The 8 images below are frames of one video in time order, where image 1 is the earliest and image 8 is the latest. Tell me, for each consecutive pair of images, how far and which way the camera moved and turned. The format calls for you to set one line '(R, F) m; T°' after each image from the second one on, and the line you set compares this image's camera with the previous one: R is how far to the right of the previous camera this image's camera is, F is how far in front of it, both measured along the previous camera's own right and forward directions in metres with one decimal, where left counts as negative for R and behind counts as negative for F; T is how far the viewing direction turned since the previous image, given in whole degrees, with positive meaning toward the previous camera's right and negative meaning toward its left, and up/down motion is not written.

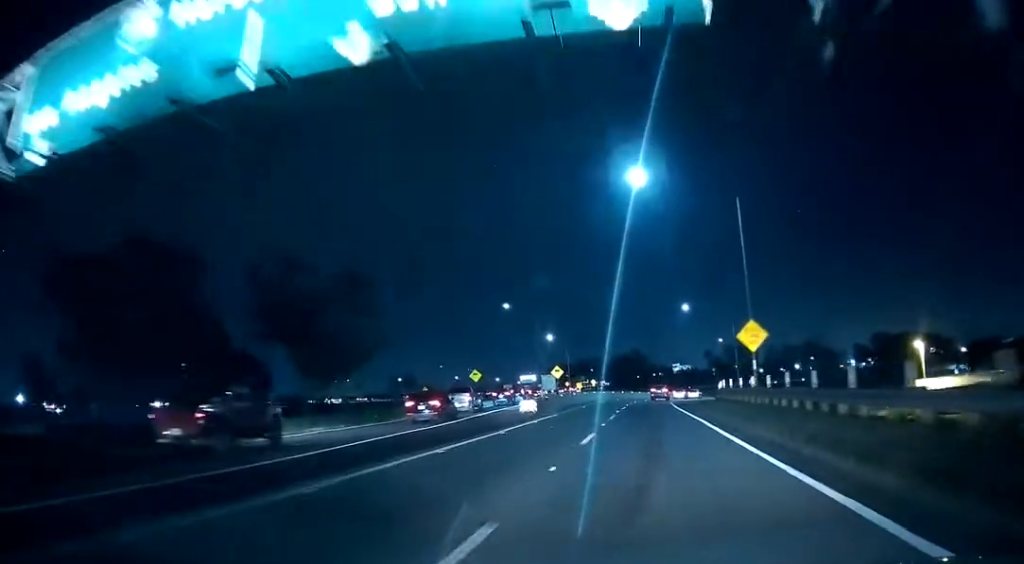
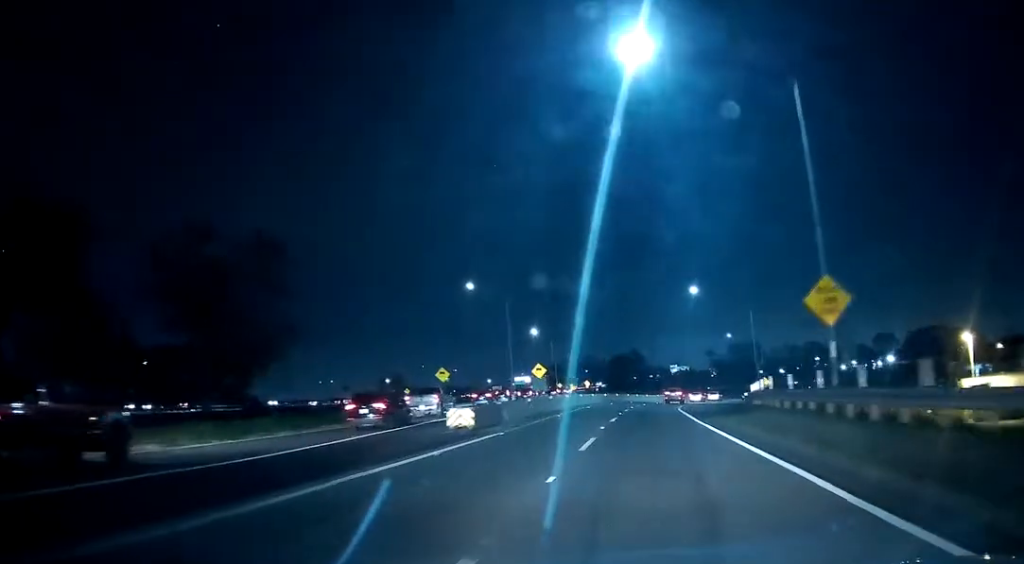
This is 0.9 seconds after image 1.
(+0.1, +16.6) m; +1°
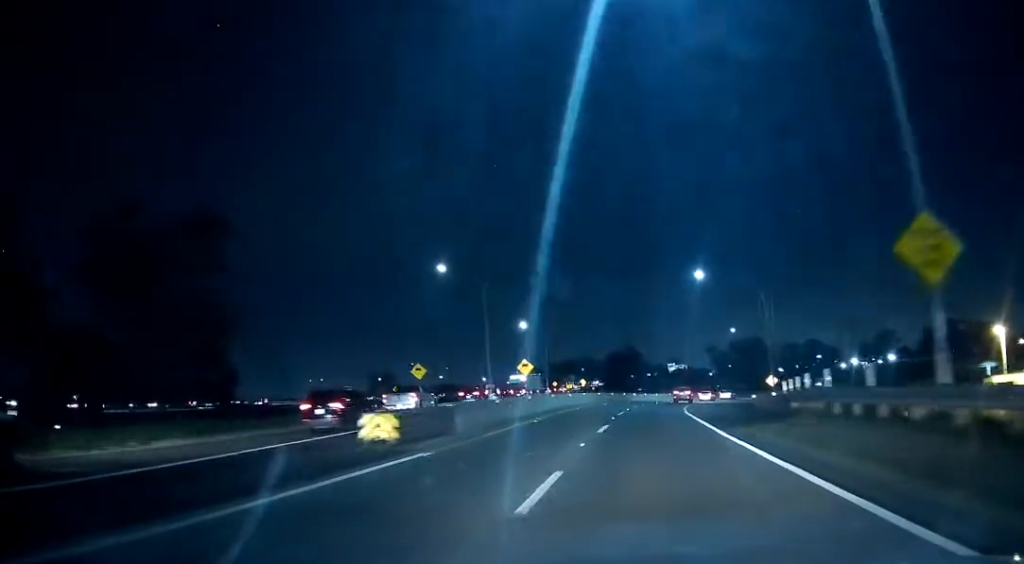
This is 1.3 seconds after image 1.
(0.0, +8.4) m; +1°
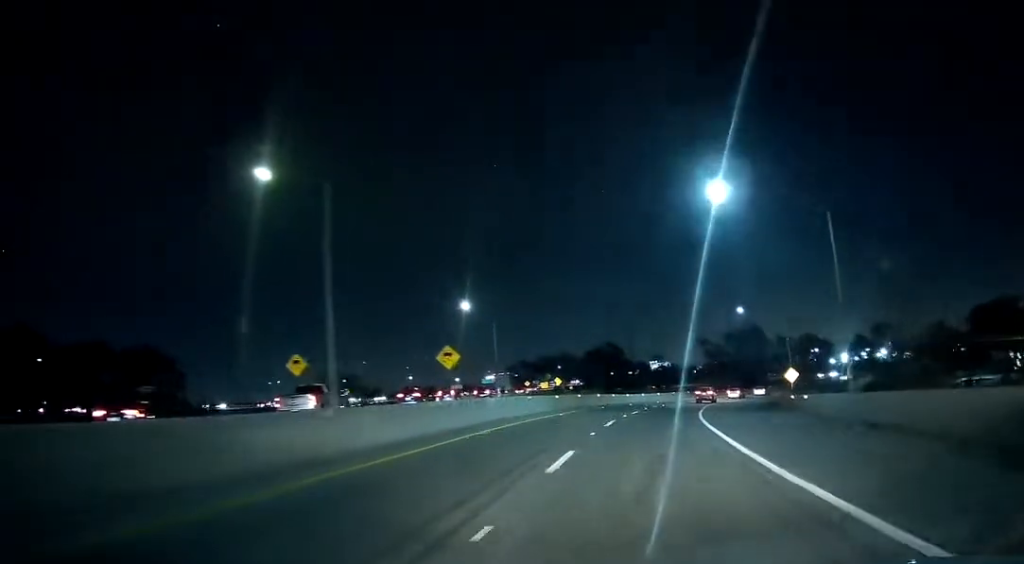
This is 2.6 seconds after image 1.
(+0.5, +25.9) m; +2°
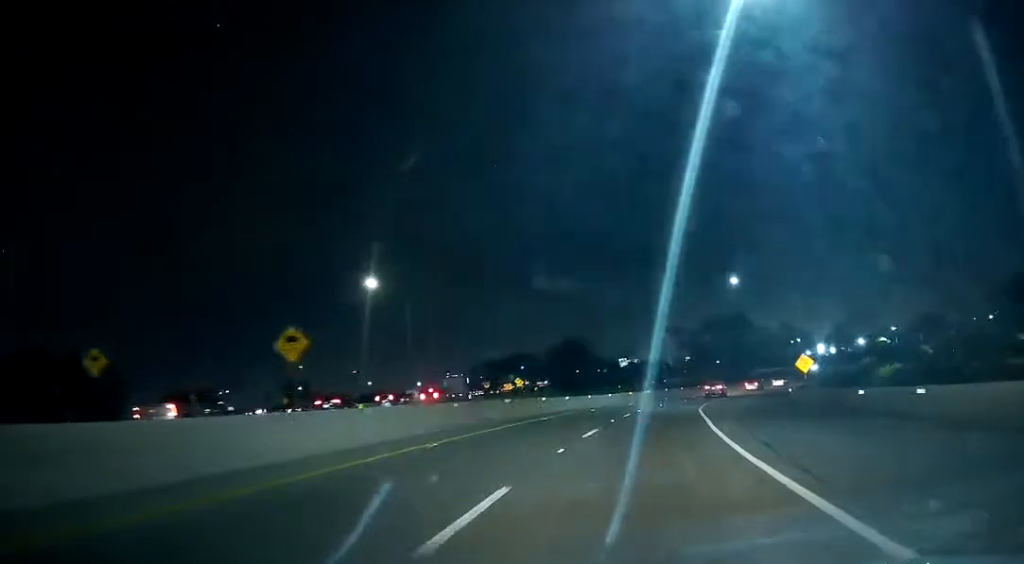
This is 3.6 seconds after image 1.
(+0.3, +20.8) m; +2°
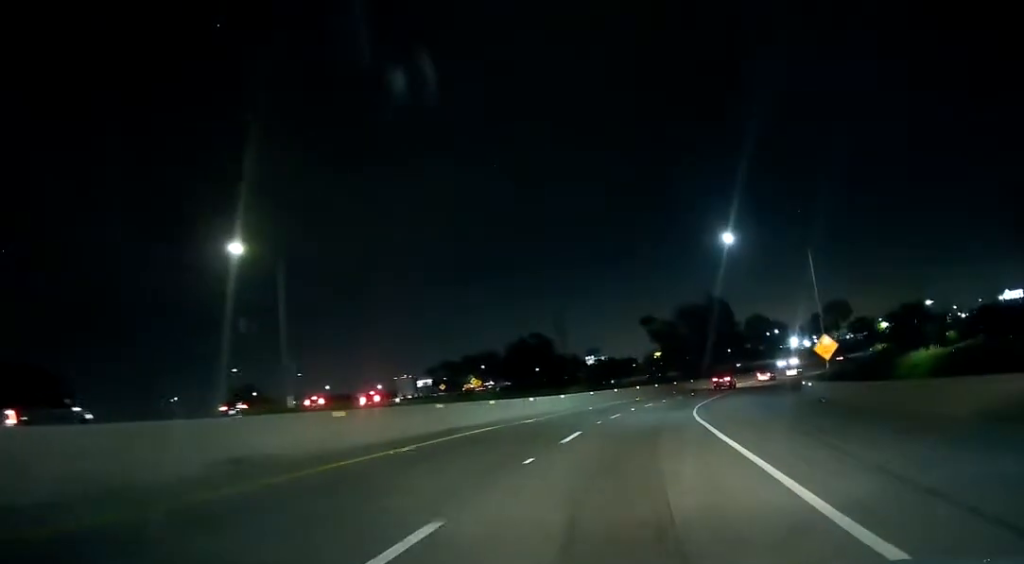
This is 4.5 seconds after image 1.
(+0.3, +17.7) m; +3°
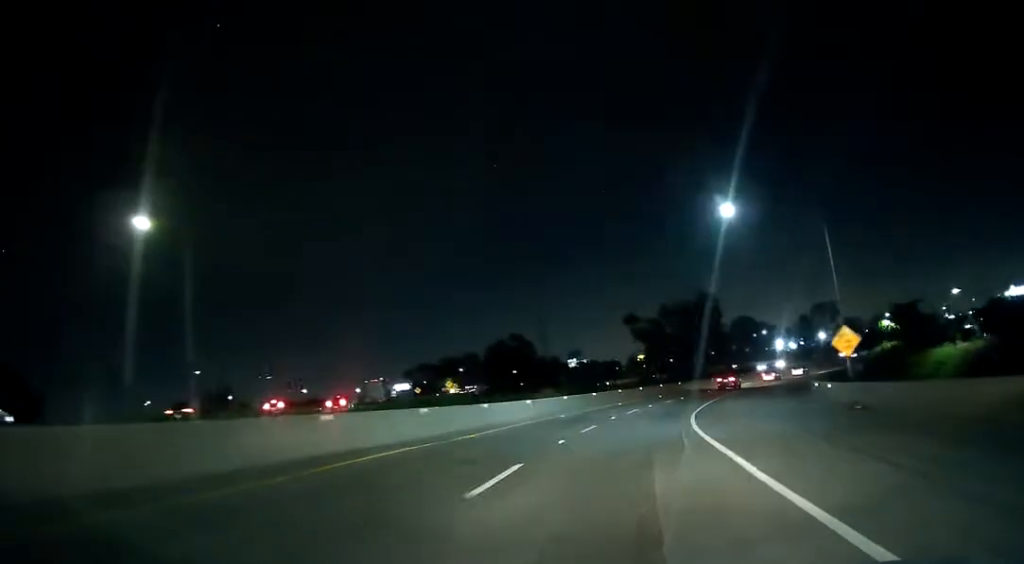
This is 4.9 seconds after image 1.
(+0.2, +8.3) m; +2°
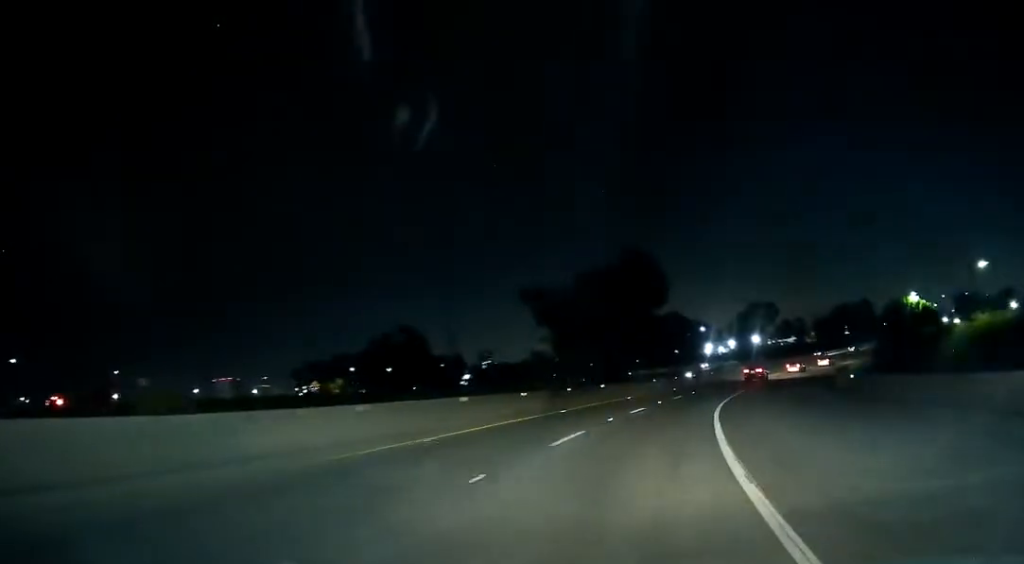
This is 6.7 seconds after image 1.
(+2.4, +37.9) m; +8°
